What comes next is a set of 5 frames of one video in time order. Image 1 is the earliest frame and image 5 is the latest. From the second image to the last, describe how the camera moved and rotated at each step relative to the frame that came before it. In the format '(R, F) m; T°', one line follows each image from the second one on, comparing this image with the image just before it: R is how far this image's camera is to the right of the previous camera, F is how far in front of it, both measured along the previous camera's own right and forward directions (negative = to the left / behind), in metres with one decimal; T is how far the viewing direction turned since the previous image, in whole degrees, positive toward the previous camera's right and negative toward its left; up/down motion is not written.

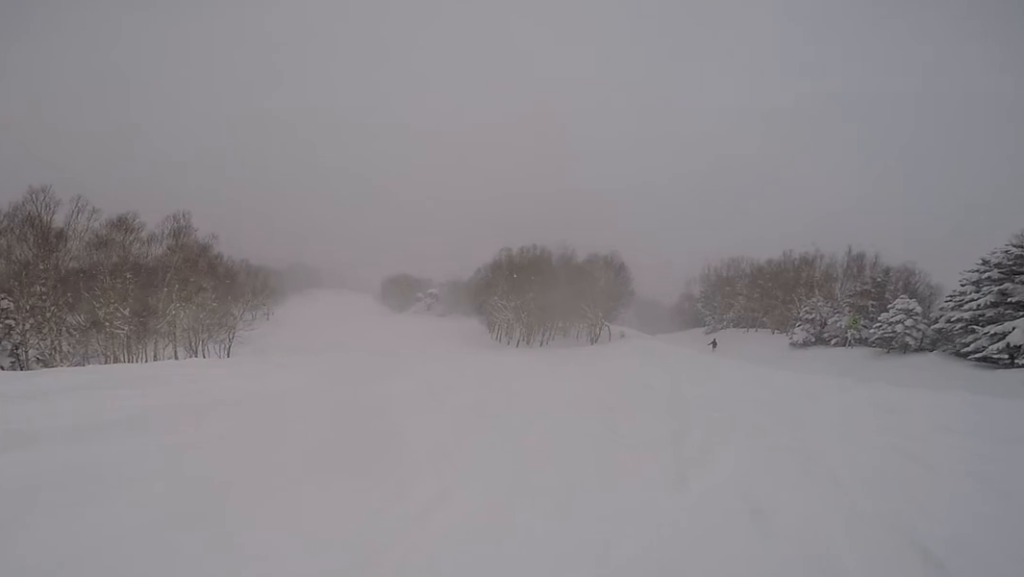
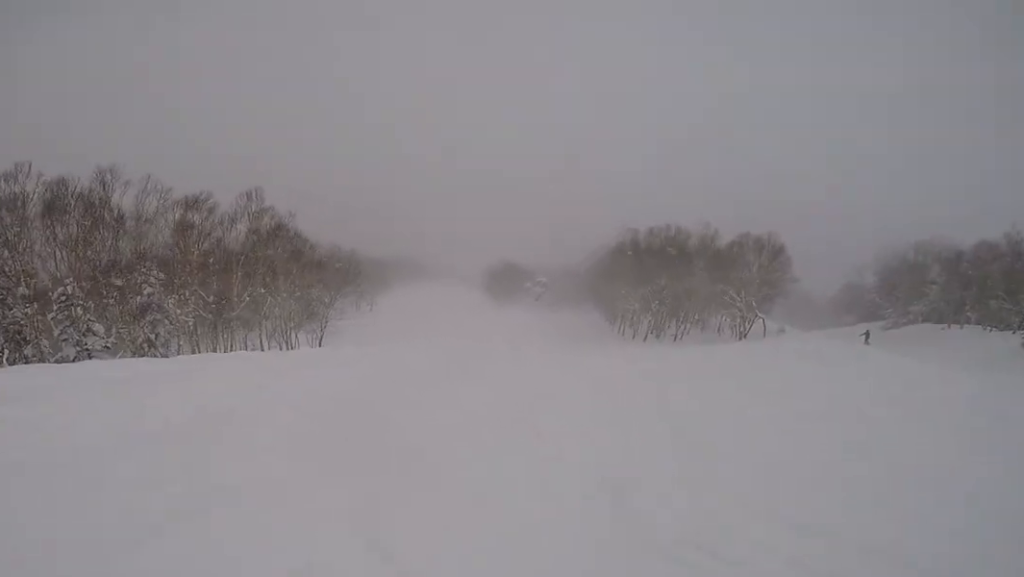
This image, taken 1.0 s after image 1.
(-1.1, +6.0) m; -1°
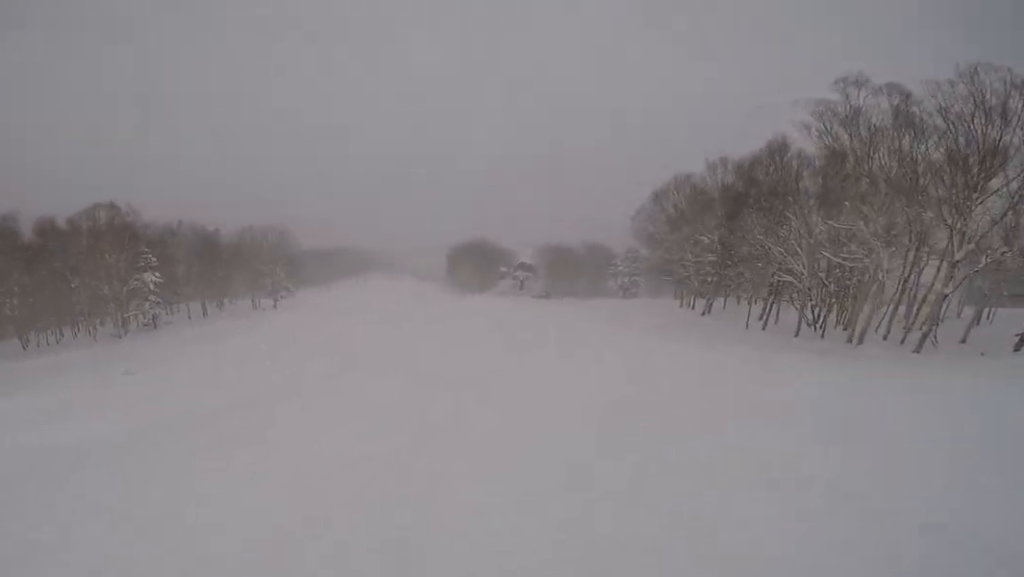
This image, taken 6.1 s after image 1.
(+4.0, +39.7) m; 0°
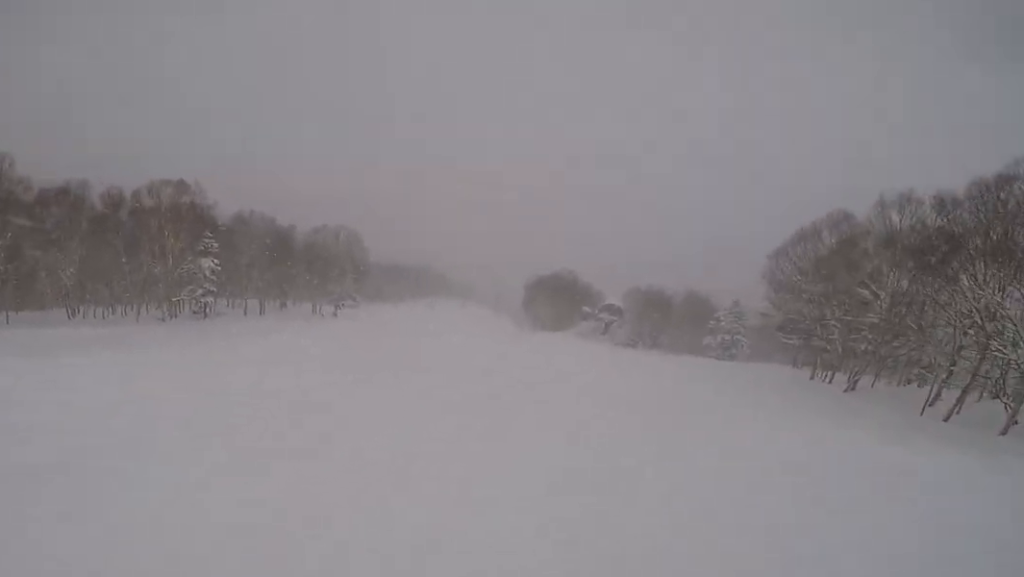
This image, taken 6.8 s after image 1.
(-0.6, +6.1) m; -1°
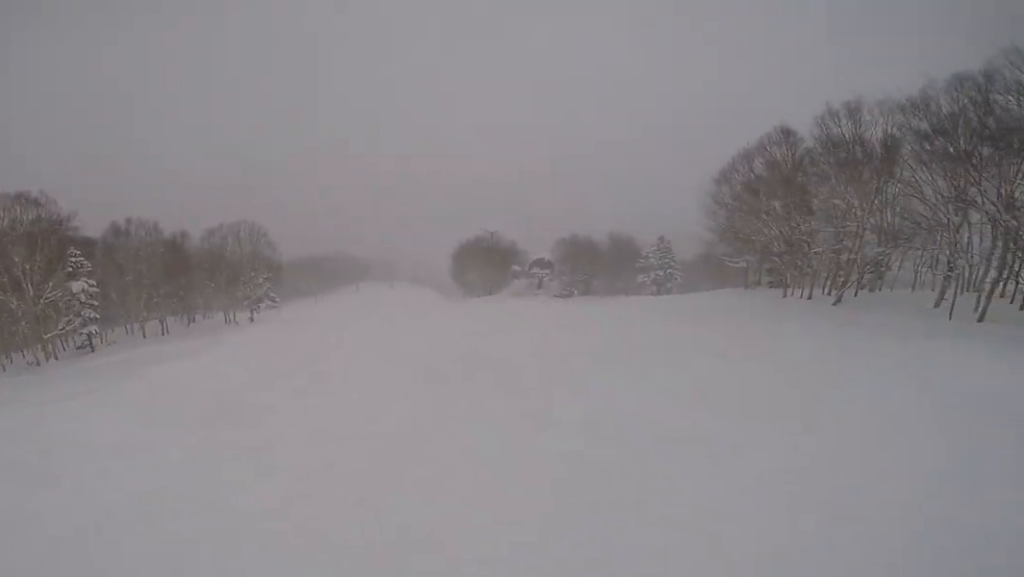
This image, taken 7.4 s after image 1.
(-0.3, +5.8) m; 0°
